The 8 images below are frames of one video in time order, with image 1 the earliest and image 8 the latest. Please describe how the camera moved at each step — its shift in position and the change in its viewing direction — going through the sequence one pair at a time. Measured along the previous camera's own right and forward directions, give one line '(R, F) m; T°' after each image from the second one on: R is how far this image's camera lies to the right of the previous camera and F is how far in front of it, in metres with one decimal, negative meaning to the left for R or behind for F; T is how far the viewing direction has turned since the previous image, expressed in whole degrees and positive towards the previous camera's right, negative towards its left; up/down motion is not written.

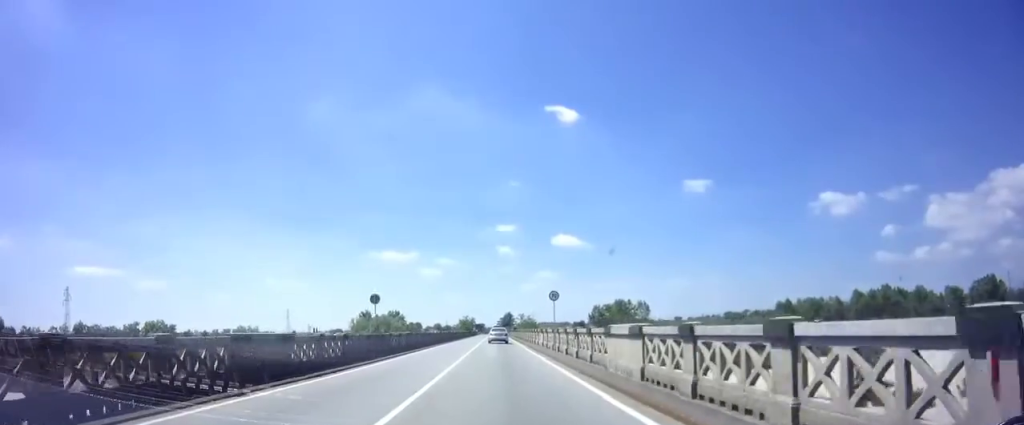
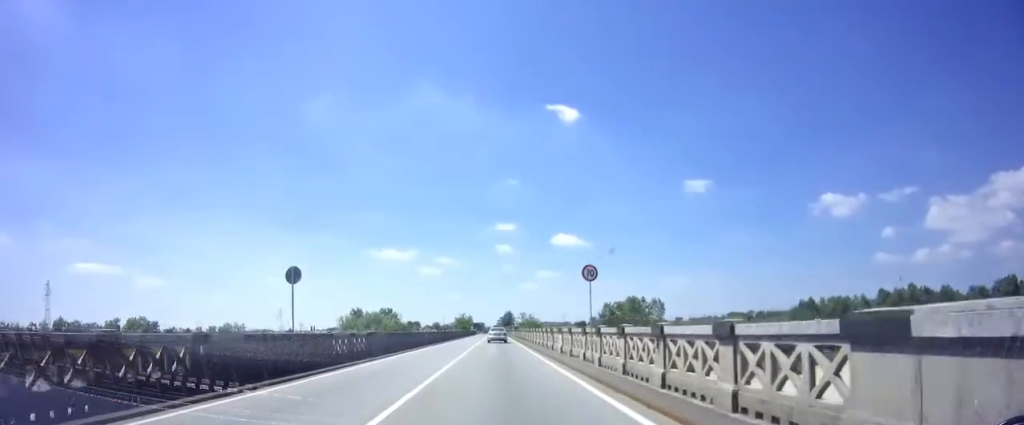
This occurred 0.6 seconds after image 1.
(-0.2, +11.8) m; 0°
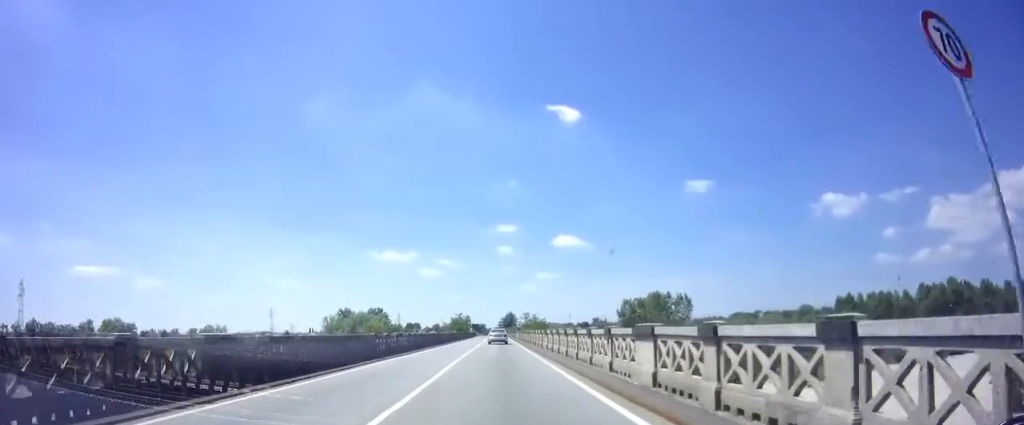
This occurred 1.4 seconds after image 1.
(+0.2, +15.9) m; 0°
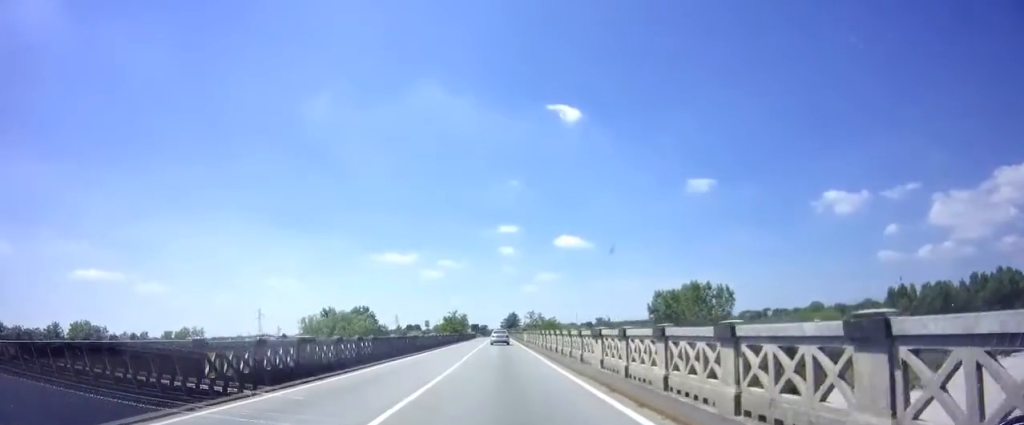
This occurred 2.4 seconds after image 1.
(-0.1, +19.3) m; 0°
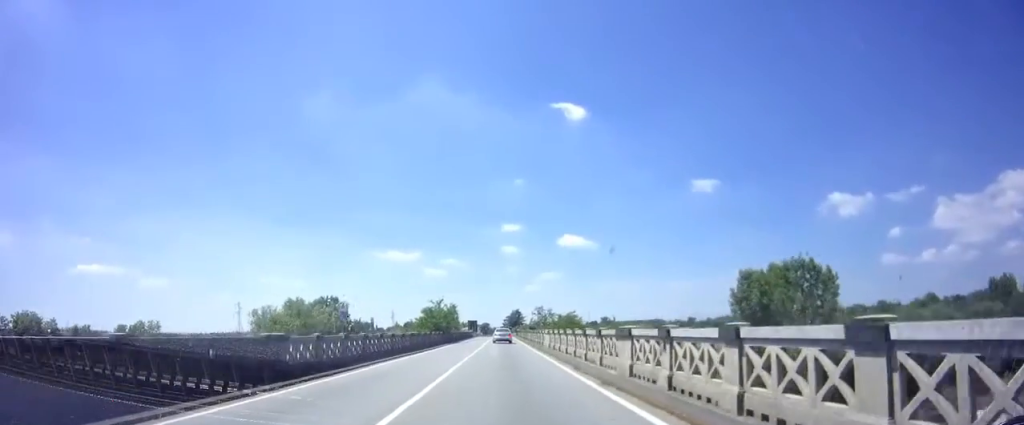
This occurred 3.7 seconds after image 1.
(+0.2, +26.0) m; +1°
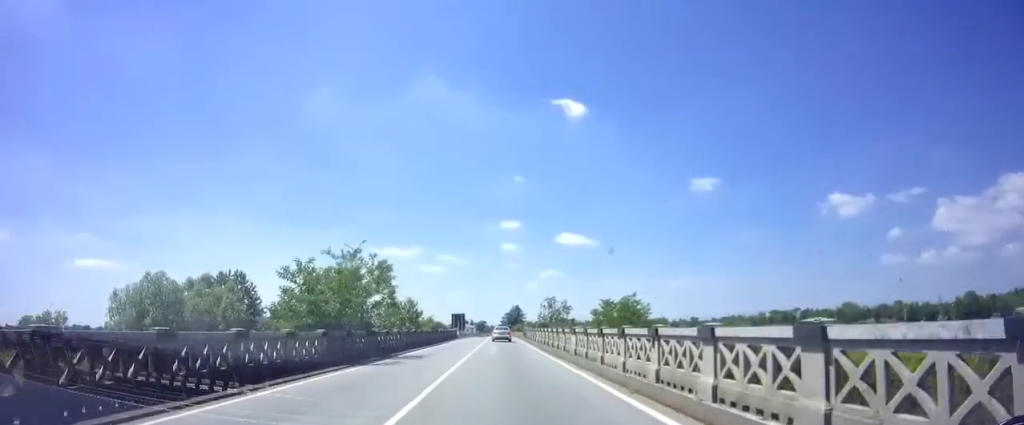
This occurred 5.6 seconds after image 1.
(-0.6, +38.8) m; -1°
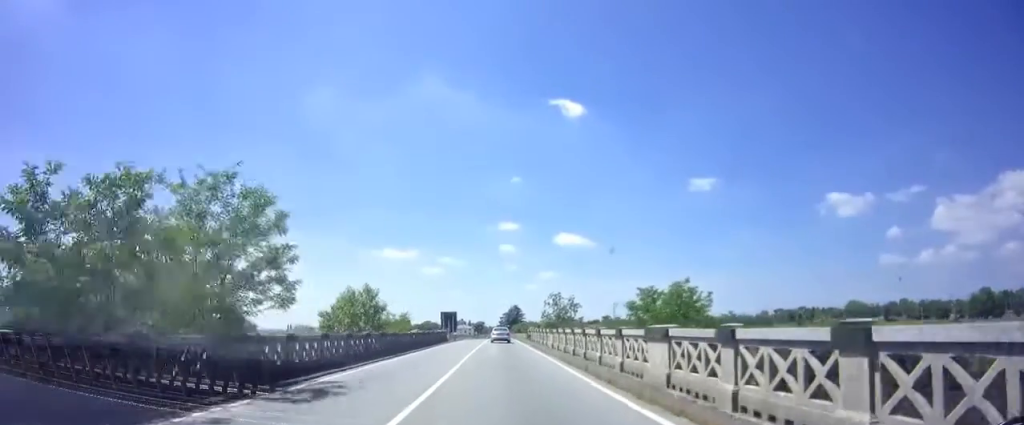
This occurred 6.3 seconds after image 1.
(+0.2, +13.6) m; 0°
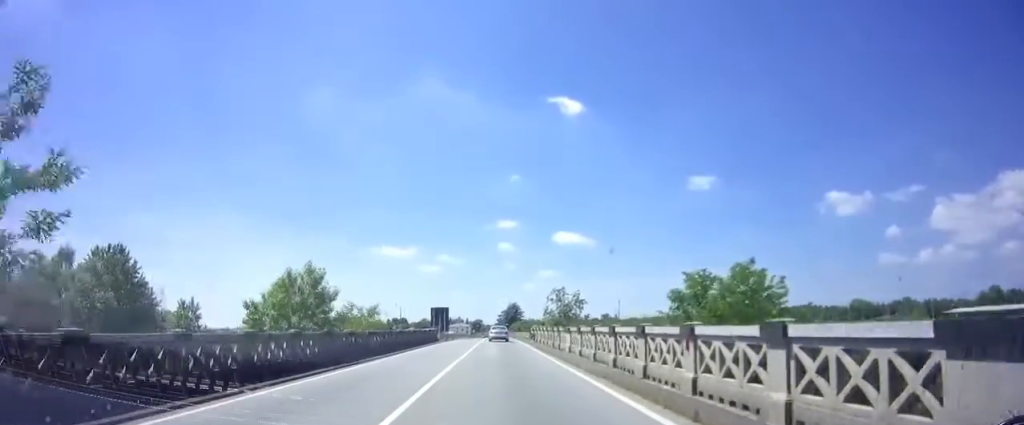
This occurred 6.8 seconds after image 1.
(+0.2, +9.0) m; 0°
